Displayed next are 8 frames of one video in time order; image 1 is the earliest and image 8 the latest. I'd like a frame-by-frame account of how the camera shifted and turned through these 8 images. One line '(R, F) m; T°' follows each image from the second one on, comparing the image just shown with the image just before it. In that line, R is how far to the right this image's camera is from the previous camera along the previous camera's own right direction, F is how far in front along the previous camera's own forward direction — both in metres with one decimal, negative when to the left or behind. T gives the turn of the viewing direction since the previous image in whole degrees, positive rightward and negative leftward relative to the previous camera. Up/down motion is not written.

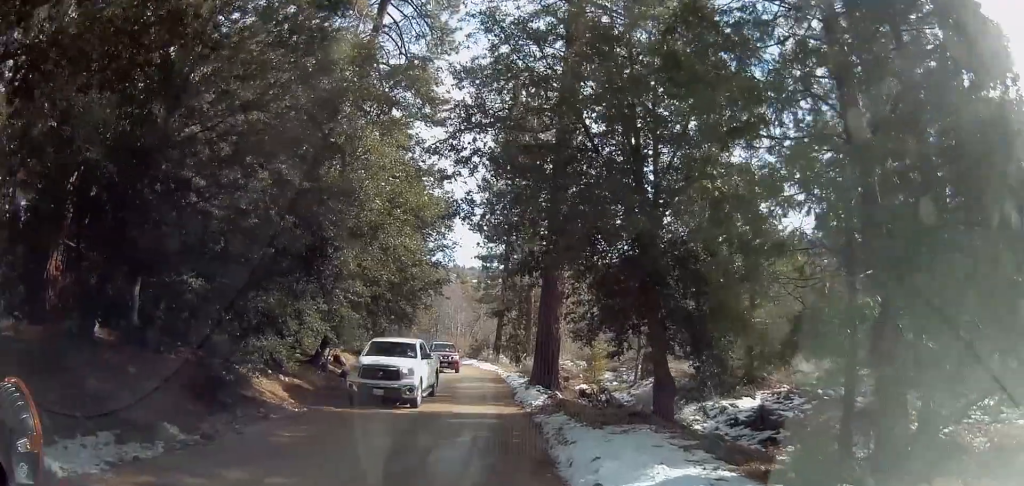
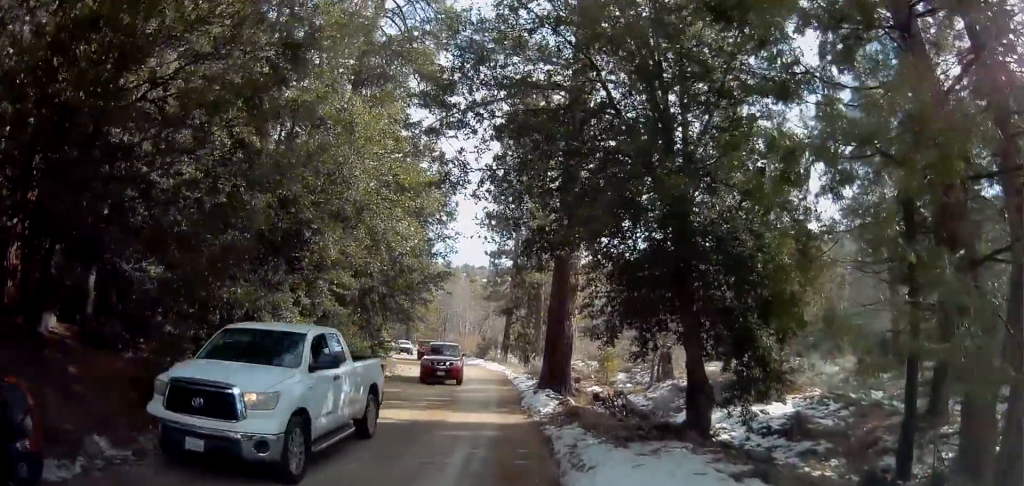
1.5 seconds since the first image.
(+0.4, +2.0) m; 0°
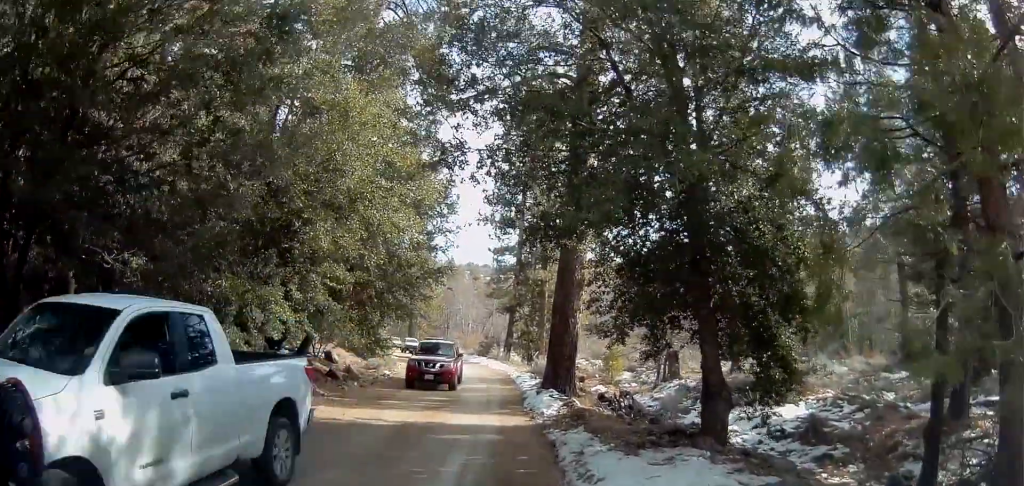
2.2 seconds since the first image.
(+0.4, +0.7) m; 0°
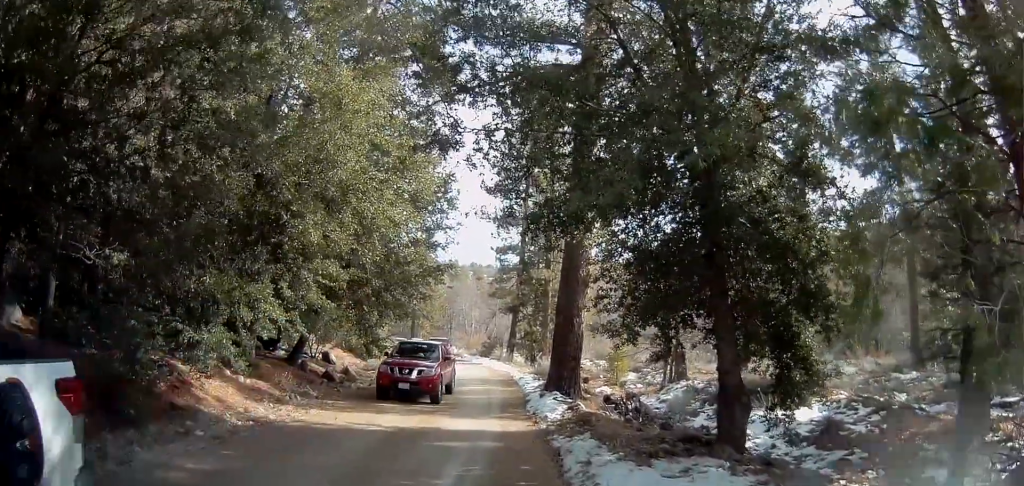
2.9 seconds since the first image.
(-0.1, +1.0) m; 0°
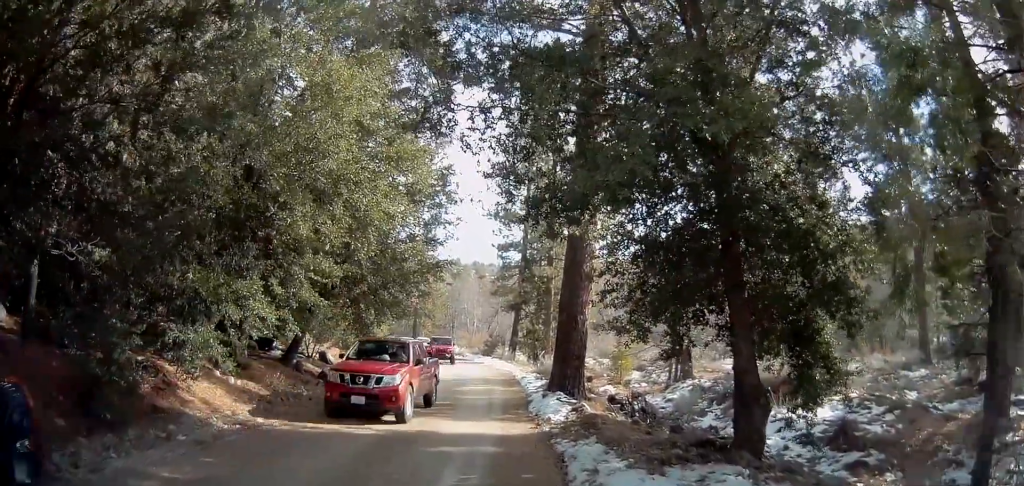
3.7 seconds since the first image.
(+0.4, +0.6) m; 0°
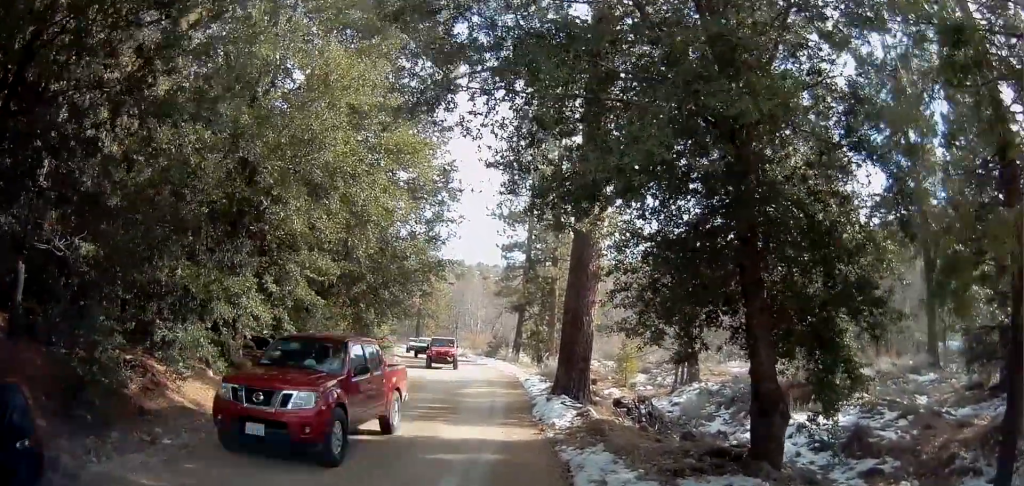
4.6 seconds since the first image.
(+0.4, +0.5) m; 0°
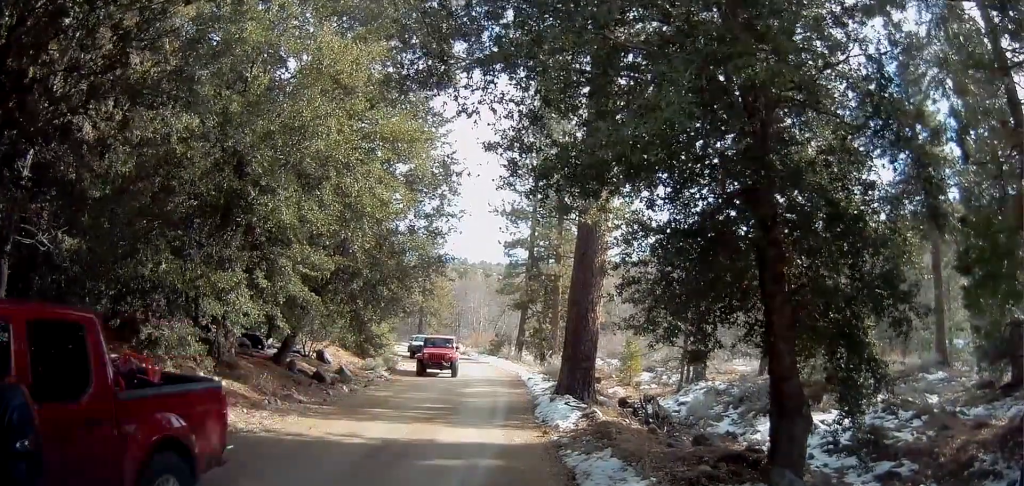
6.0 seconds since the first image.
(-0.3, +0.7) m; 0°
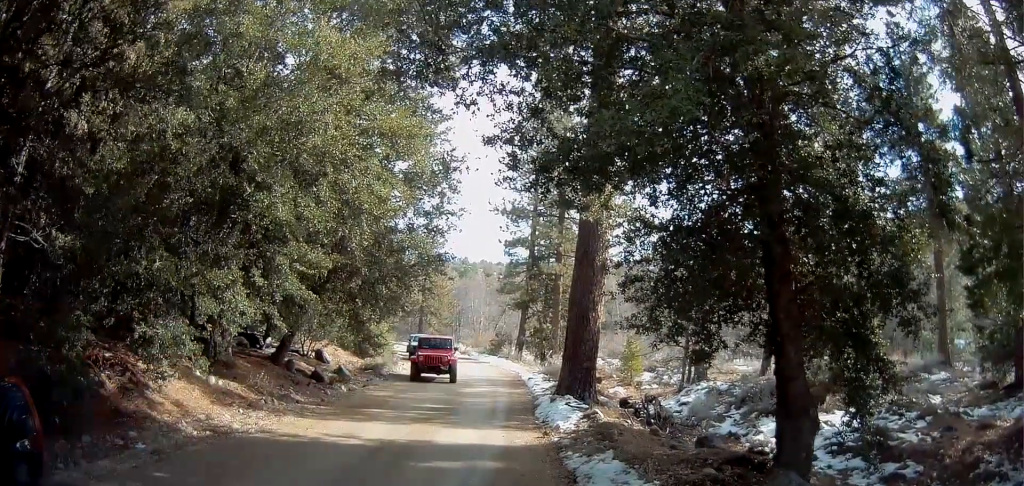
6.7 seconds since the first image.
(-0.2, +0.3) m; 0°
